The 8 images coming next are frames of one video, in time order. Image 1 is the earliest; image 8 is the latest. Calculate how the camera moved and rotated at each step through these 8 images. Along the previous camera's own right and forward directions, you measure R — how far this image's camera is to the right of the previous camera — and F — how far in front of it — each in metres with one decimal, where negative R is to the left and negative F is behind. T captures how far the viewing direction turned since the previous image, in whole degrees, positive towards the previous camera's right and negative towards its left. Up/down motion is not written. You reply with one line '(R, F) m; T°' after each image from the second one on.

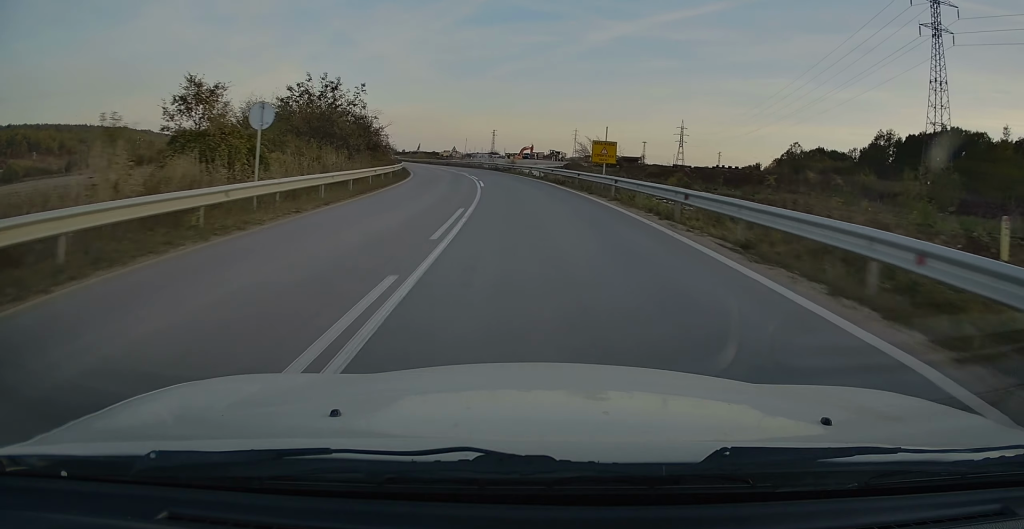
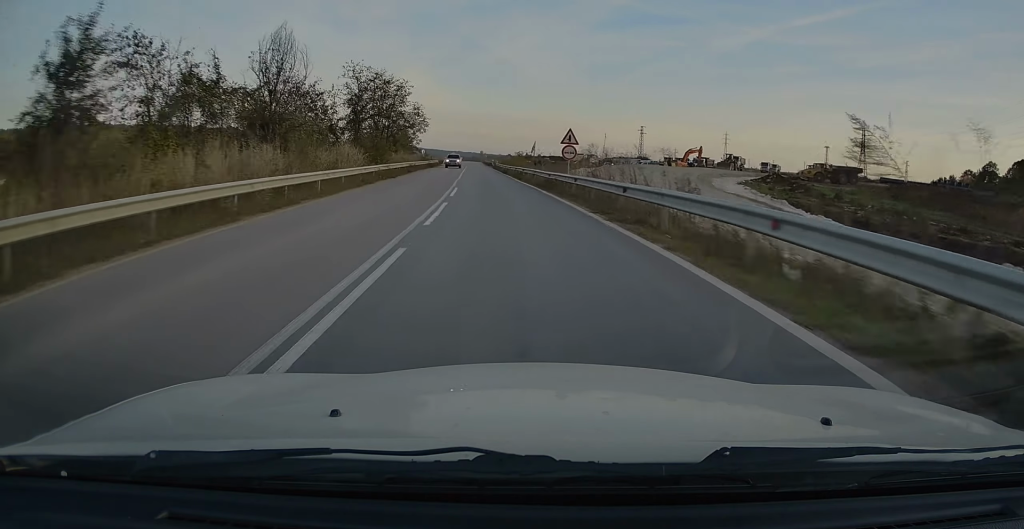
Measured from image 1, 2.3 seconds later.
(-5.5, +61.2) m; -11°
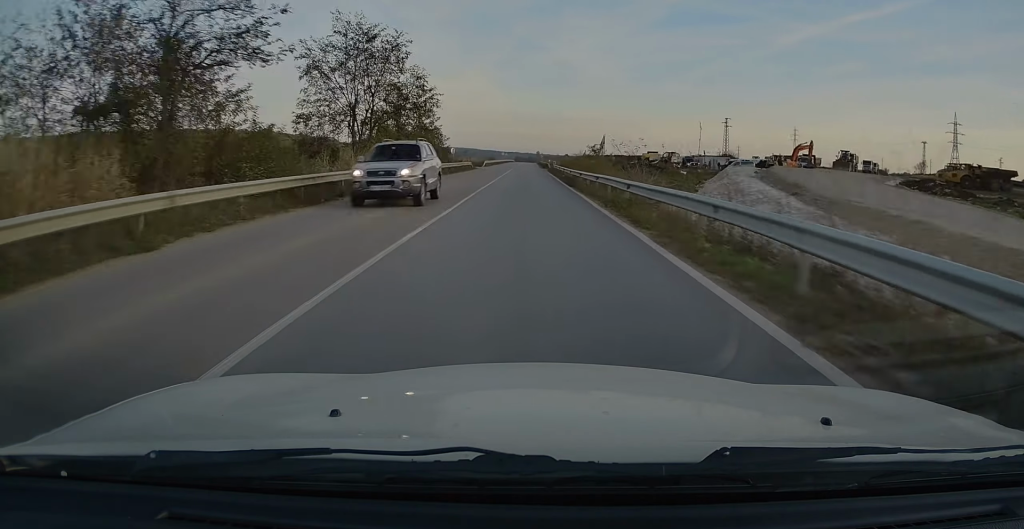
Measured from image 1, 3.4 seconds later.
(-1.3, +29.3) m; -4°
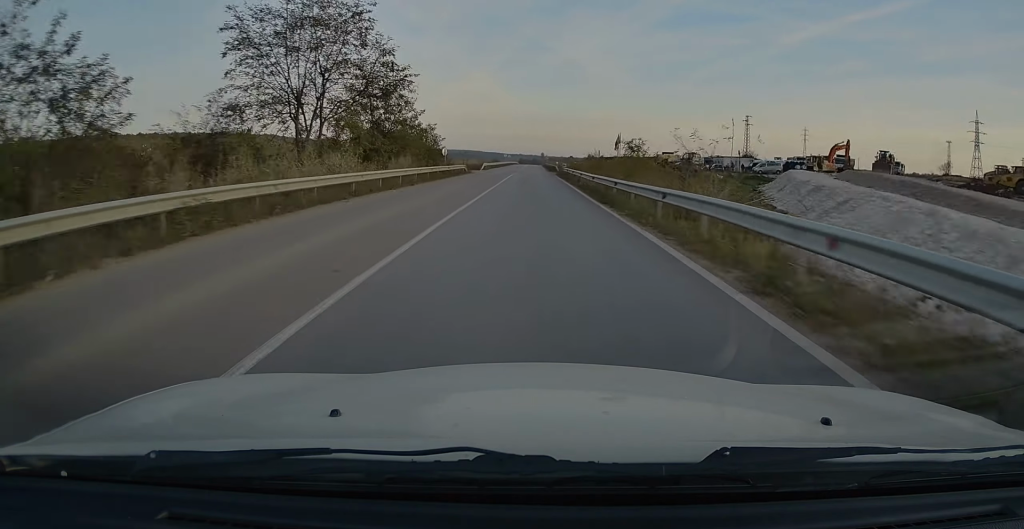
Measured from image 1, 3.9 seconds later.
(-0.3, +11.7) m; 0°
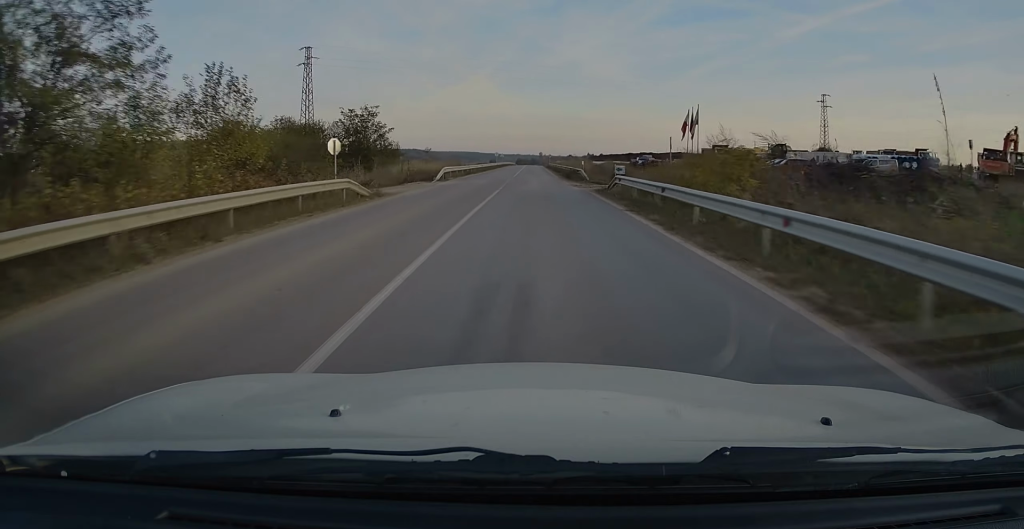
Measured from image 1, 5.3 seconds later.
(-0.3, +38.0) m; -1°
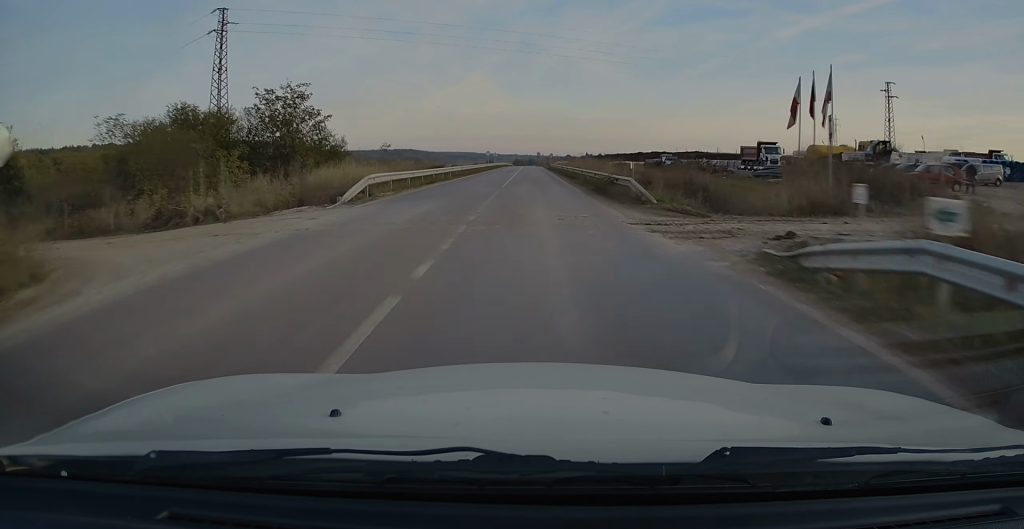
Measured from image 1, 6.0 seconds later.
(-0.1, +20.1) m; 0°
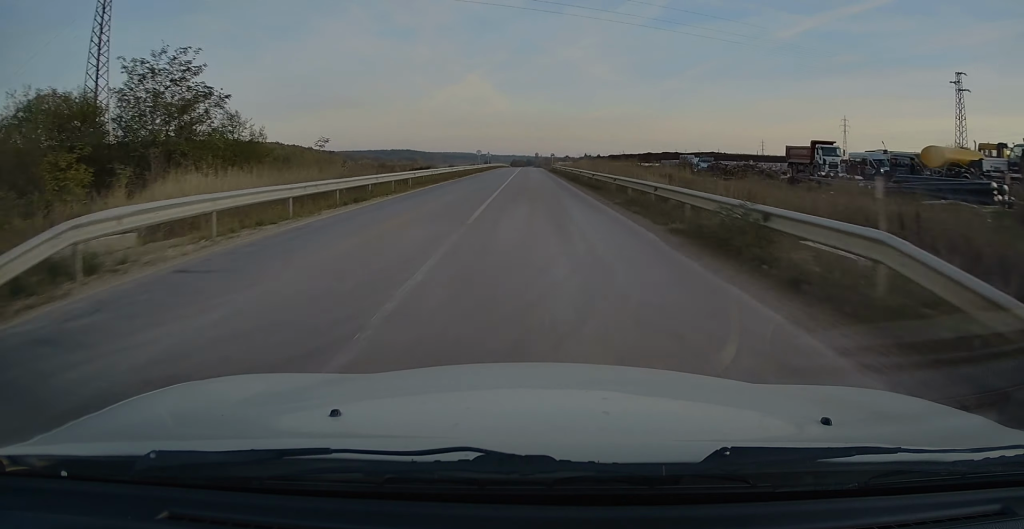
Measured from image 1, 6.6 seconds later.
(-0.1, +15.6) m; 0°
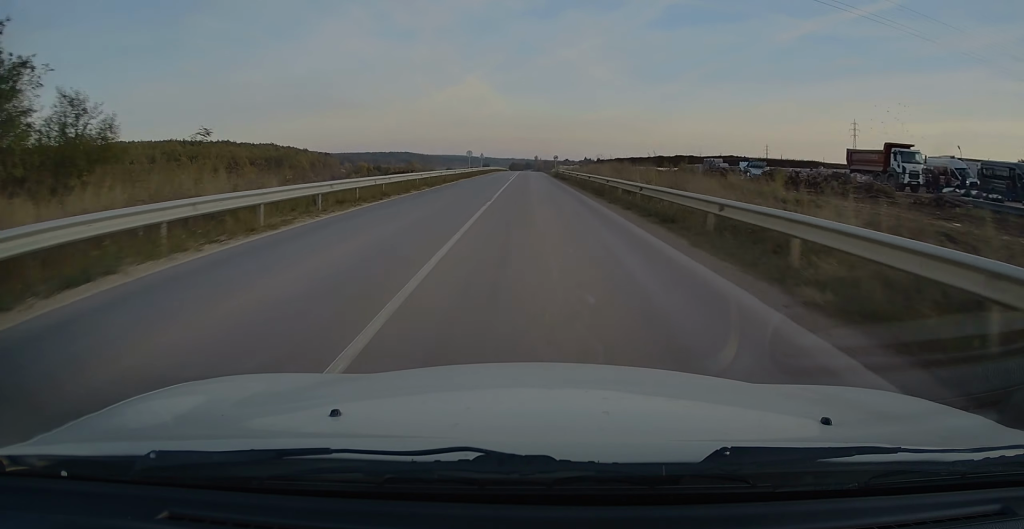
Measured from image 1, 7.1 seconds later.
(0.0, +13.8) m; 0°
